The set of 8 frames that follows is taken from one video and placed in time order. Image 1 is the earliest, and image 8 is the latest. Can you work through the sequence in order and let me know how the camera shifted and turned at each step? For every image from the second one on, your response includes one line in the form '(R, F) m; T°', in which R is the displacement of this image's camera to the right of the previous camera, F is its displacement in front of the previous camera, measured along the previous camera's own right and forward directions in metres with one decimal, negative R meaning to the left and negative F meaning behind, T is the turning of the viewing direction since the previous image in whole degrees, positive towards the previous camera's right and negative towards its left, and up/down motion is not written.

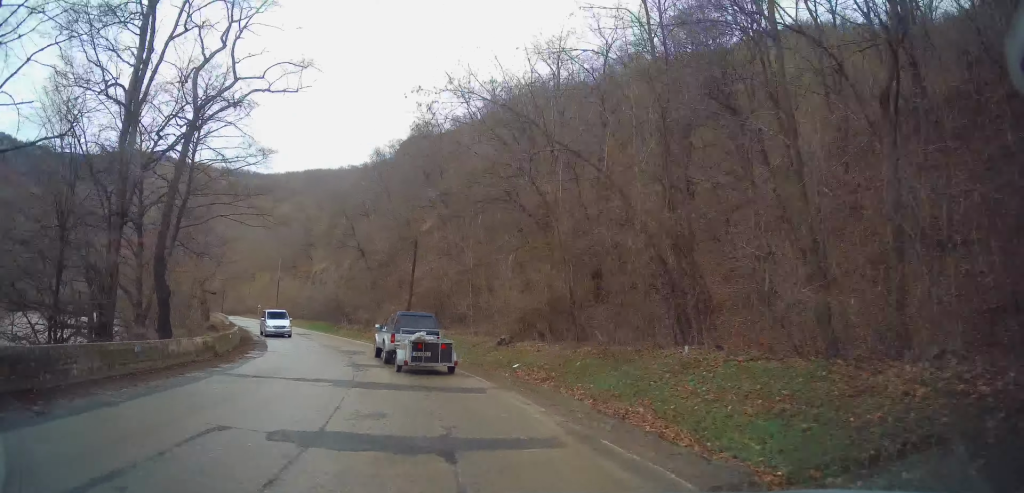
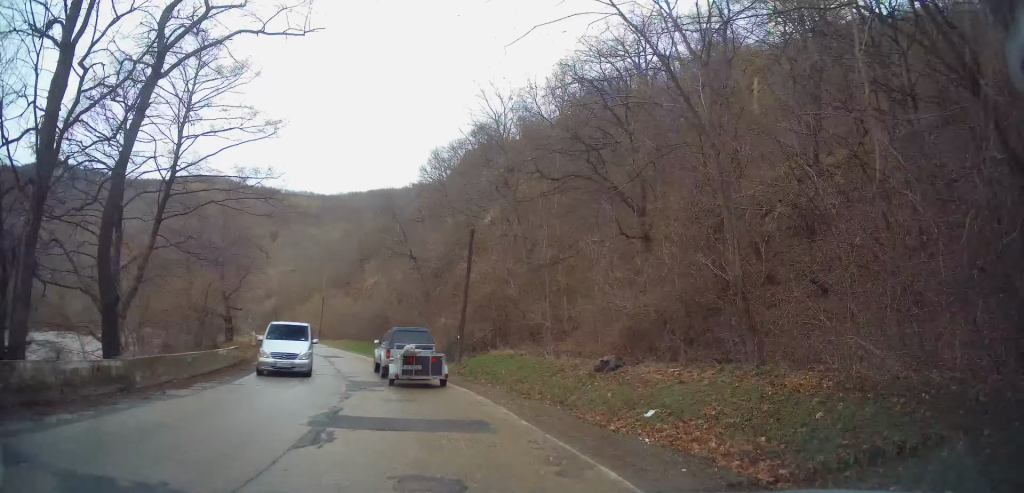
(-0.6, +9.1) m; -7°
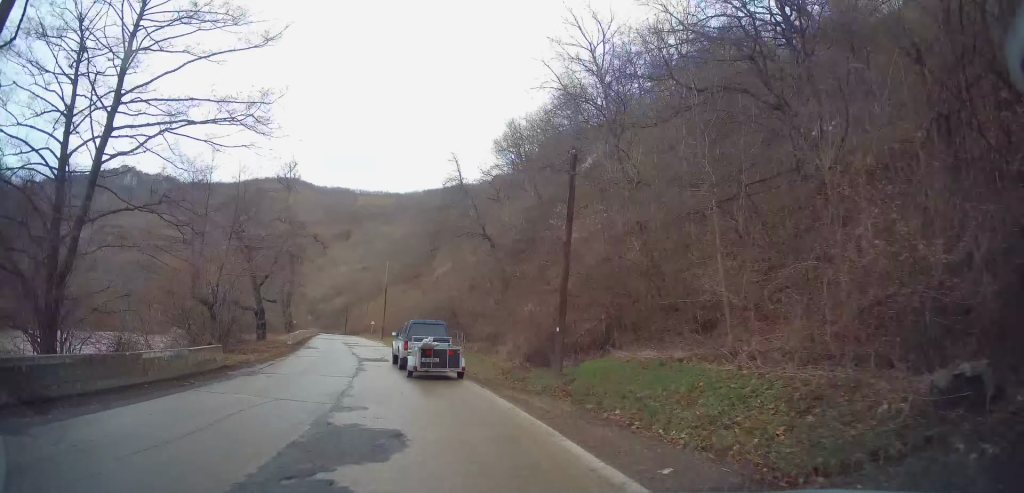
(-0.7, +10.3) m; -8°
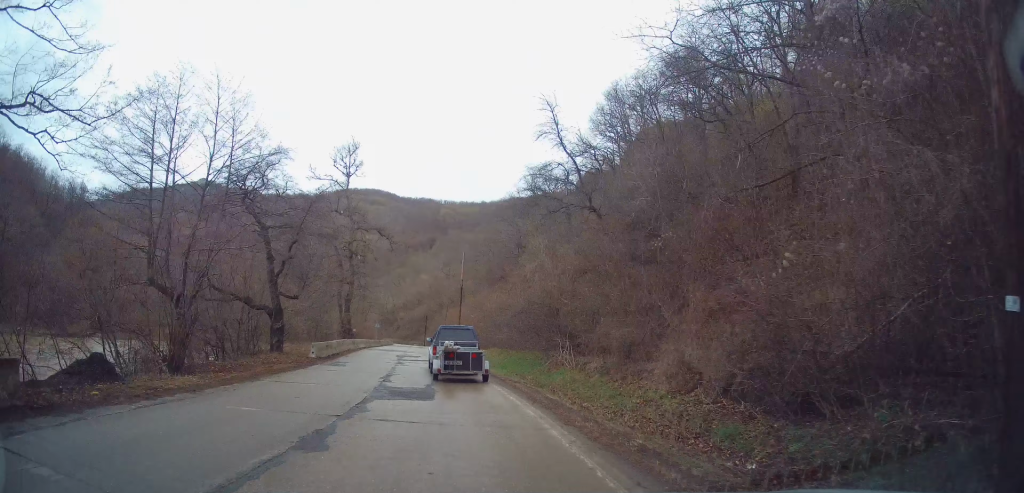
(-1.0, +12.5) m; -7°
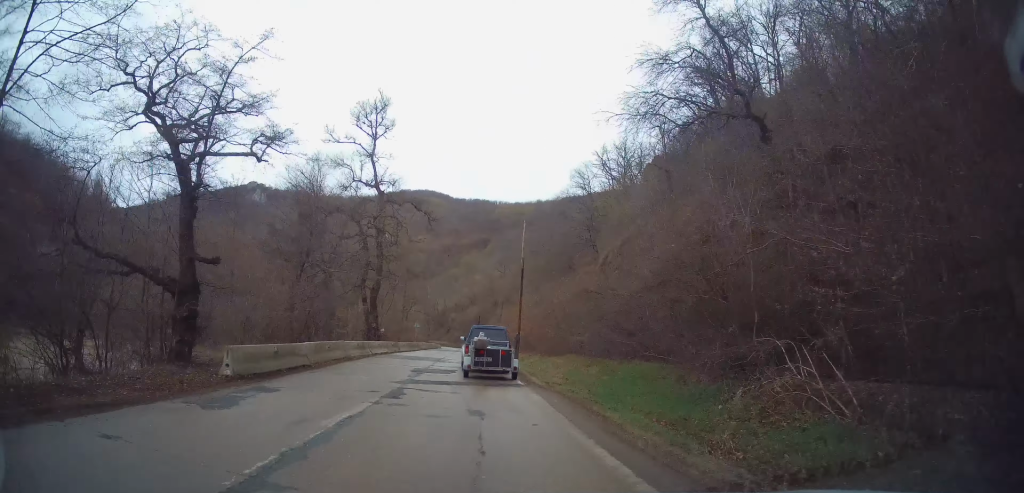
(-0.7, +14.6) m; -5°
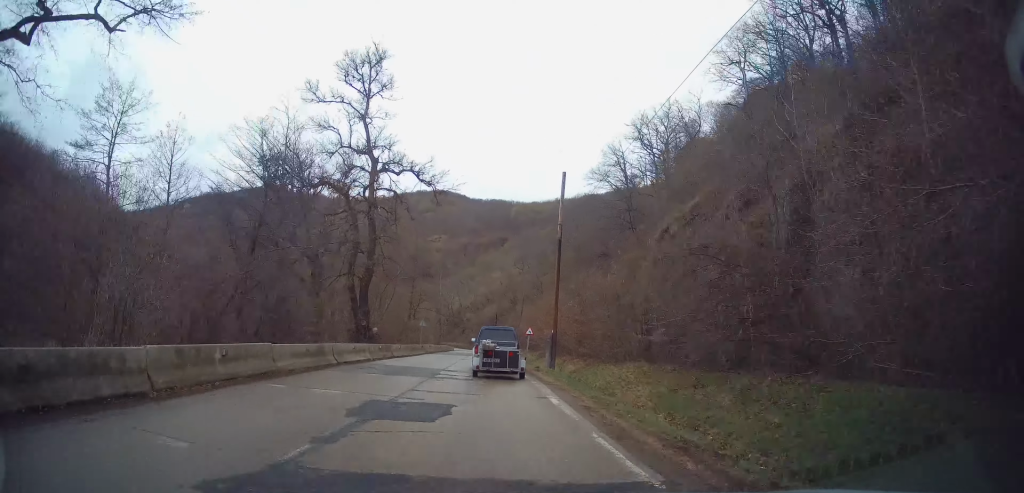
(-0.3, +10.7) m; 0°
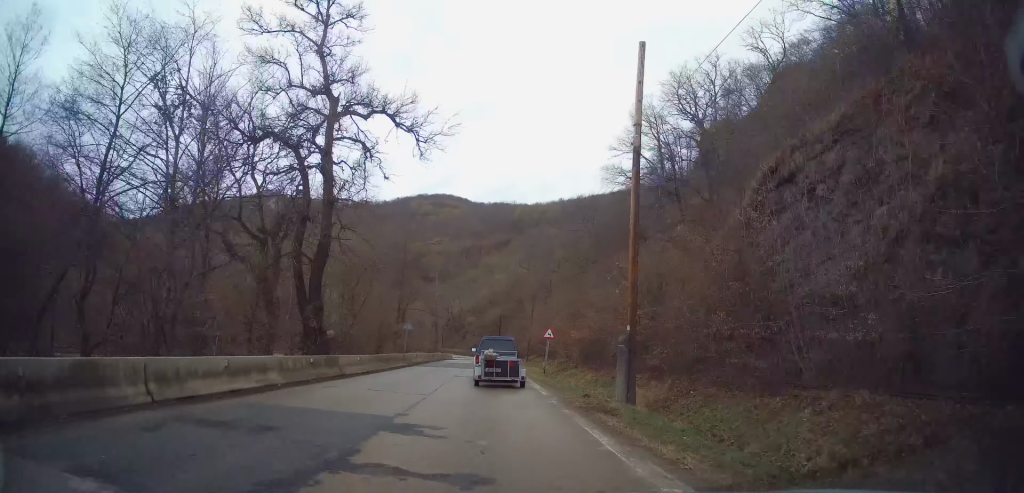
(+0.2, +12.7) m; -1°
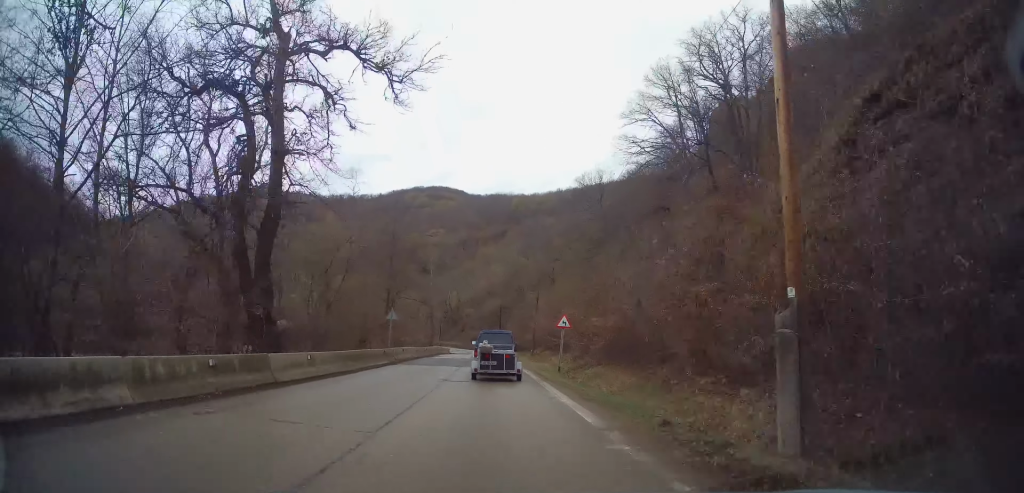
(-0.2, +6.7) m; -1°
